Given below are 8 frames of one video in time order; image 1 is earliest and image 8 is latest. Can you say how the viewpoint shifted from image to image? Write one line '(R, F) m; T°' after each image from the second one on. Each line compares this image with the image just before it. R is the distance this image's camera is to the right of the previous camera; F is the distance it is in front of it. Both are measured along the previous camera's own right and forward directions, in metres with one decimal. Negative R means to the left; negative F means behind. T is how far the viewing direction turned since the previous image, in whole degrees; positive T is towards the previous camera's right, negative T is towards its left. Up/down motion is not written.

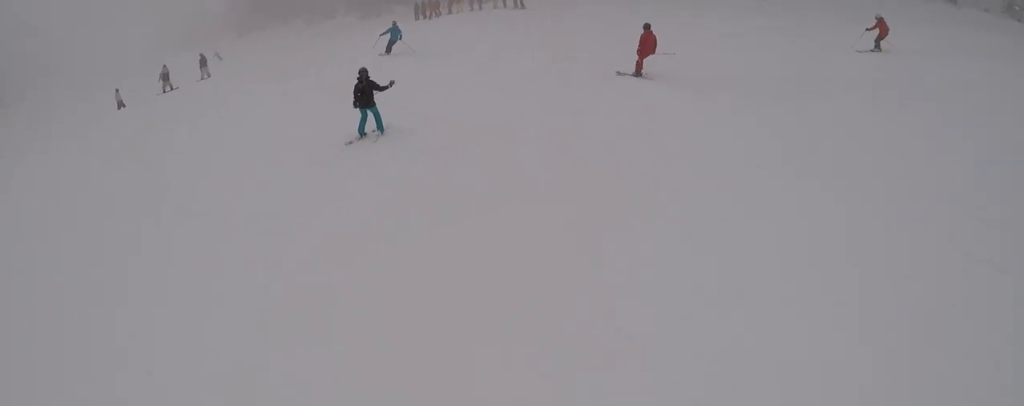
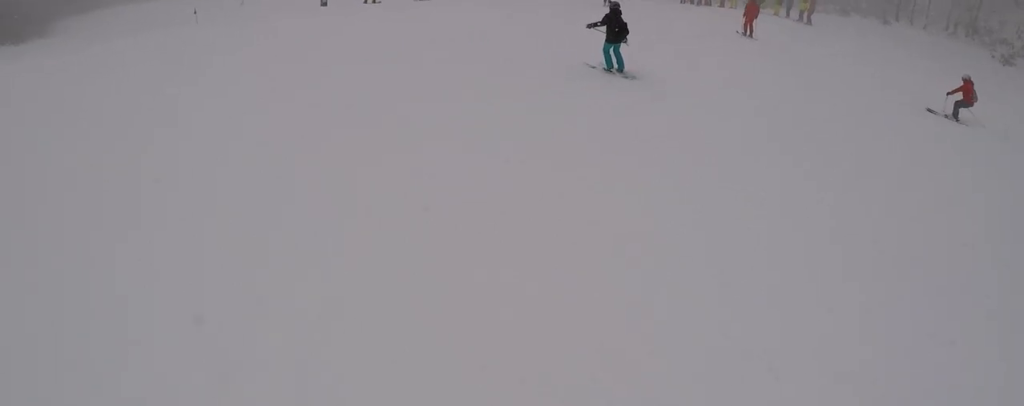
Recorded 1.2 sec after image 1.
(-0.7, +5.1) m; -34°
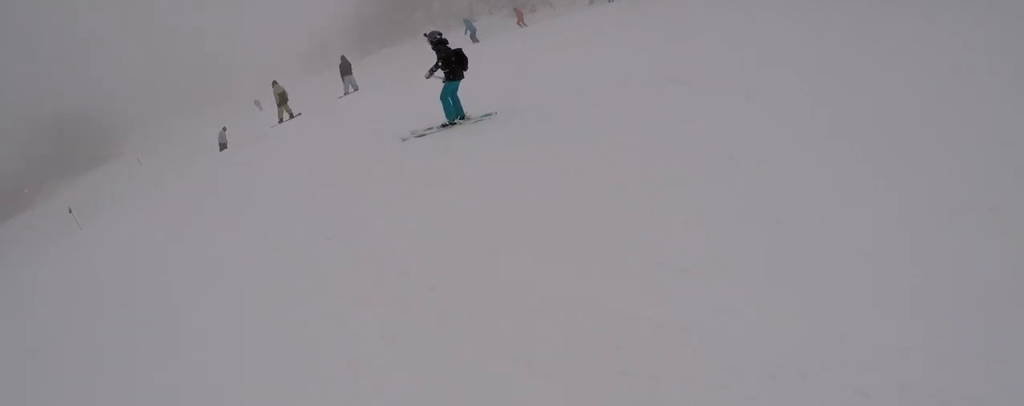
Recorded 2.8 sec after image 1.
(-3.0, +7.1) m; -15°
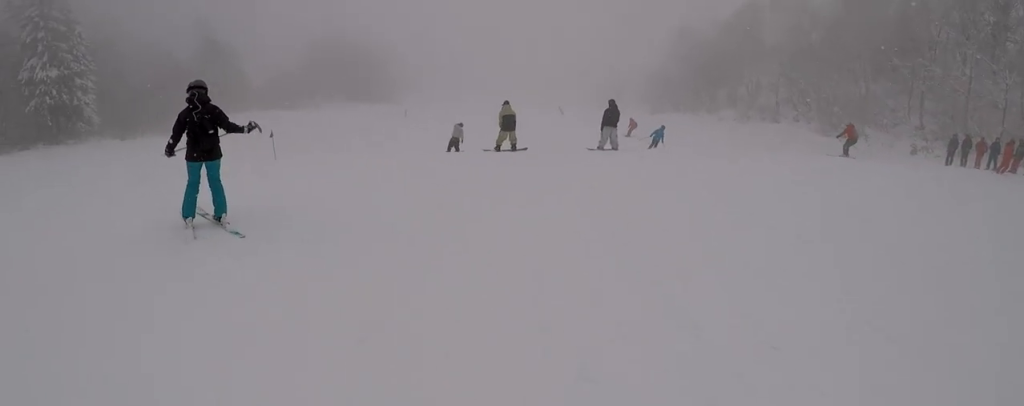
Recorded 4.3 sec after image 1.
(+2.0, +6.2) m; +11°
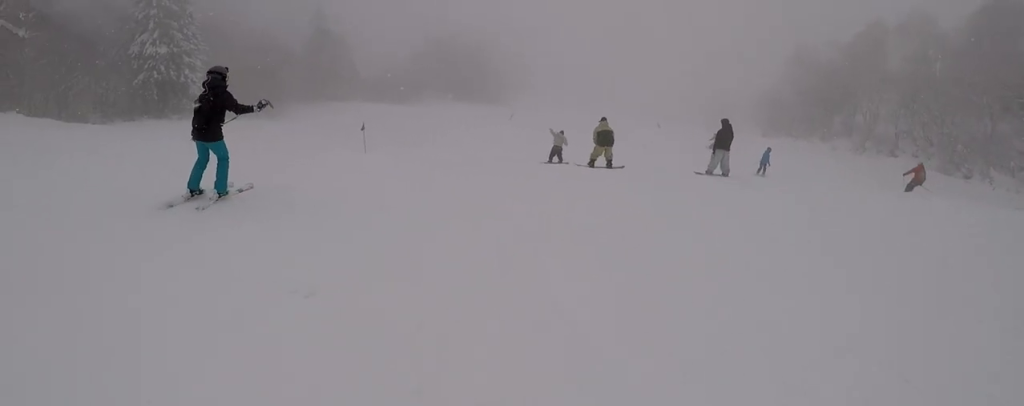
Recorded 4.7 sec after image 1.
(+0.2, +1.6) m; -7°
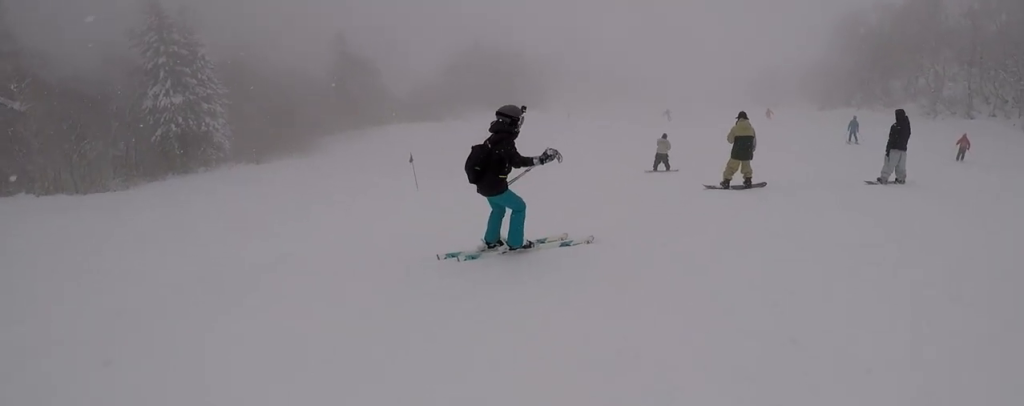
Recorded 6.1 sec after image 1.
(-1.9, +4.4) m; -23°
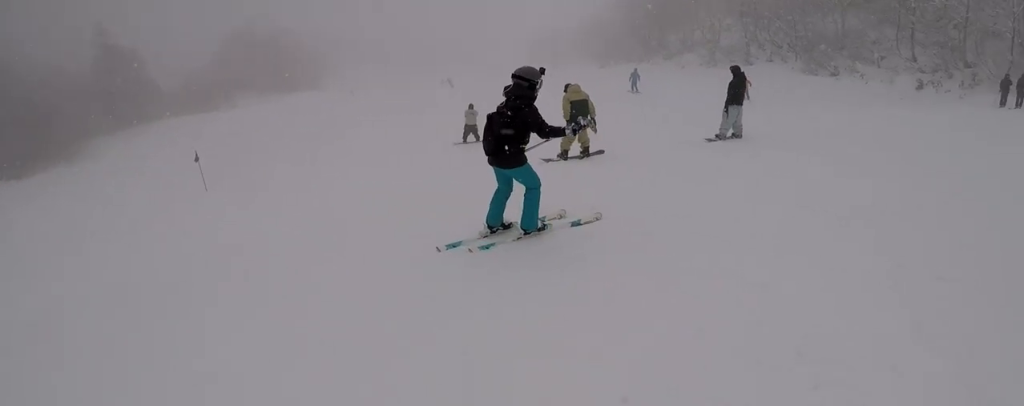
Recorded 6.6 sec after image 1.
(-0.1, +1.7) m; +1°
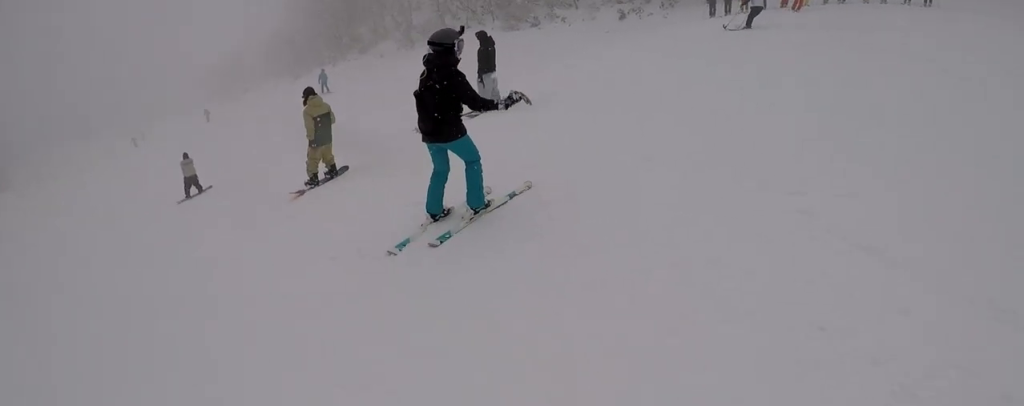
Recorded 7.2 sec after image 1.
(+0.2, +1.5) m; +15°
